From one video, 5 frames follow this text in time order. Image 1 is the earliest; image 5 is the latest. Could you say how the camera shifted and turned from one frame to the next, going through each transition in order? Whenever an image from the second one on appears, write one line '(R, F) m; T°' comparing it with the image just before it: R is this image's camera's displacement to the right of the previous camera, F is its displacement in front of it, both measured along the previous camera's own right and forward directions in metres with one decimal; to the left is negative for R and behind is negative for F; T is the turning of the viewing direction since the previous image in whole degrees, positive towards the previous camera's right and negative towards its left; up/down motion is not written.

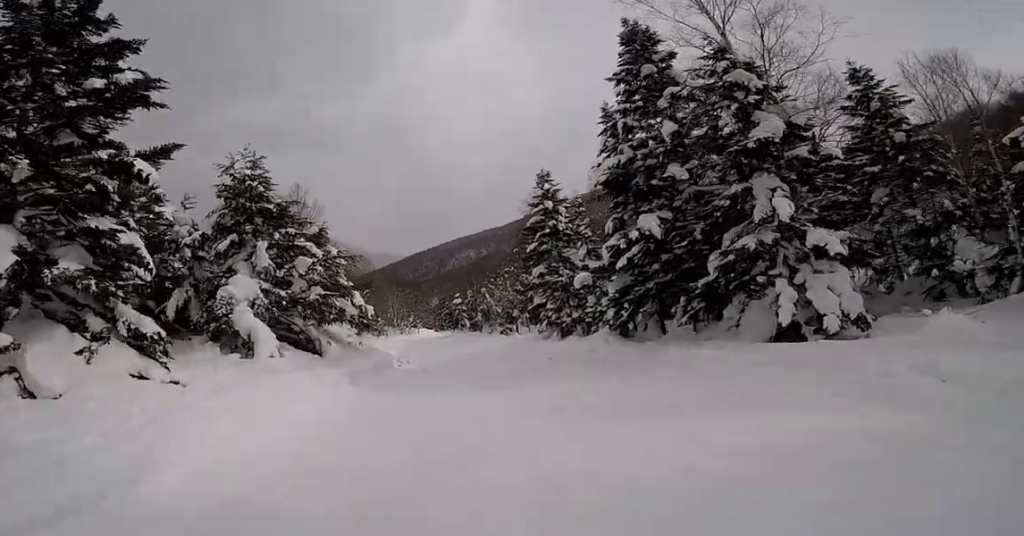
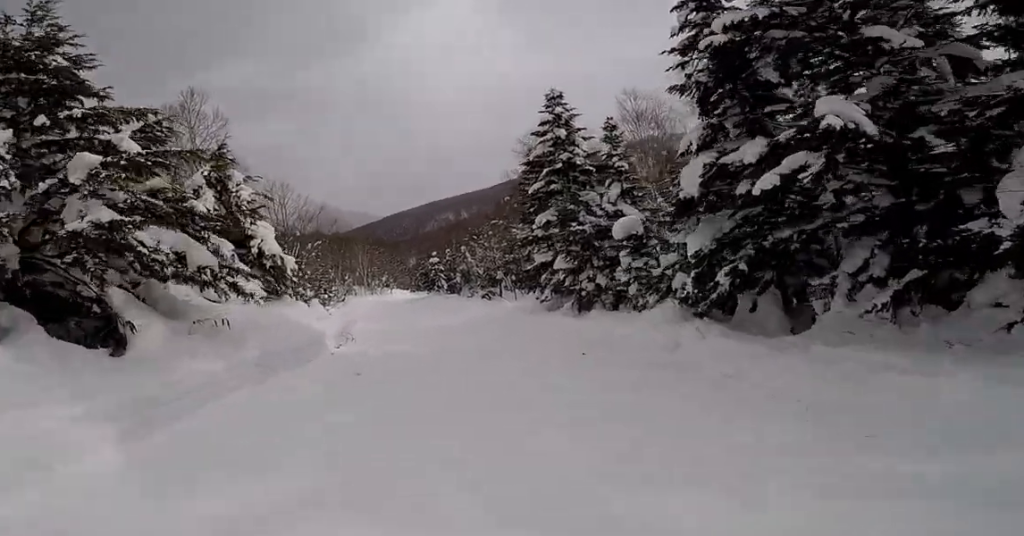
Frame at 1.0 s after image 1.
(+0.4, +7.0) m; -3°
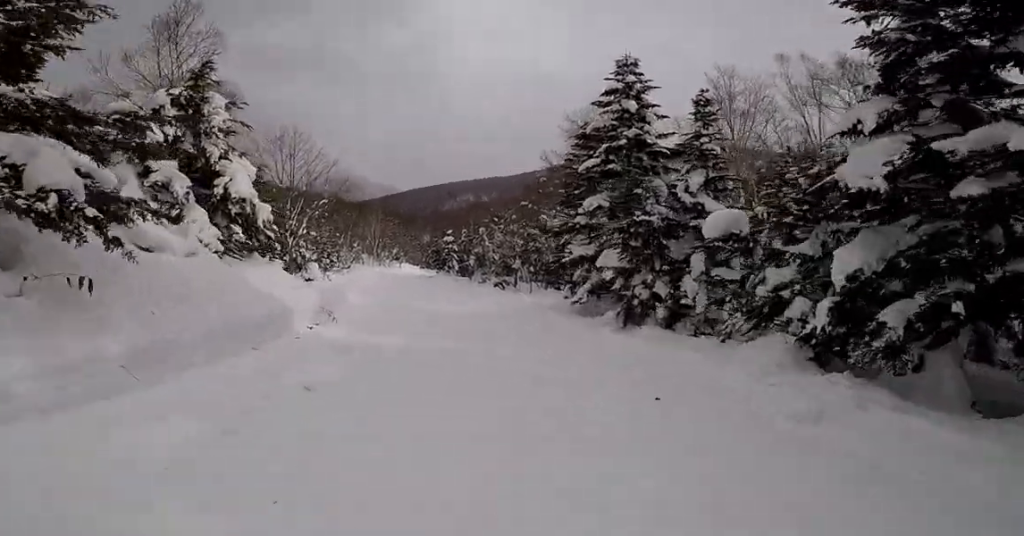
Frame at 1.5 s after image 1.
(0.0, +3.3) m; -1°
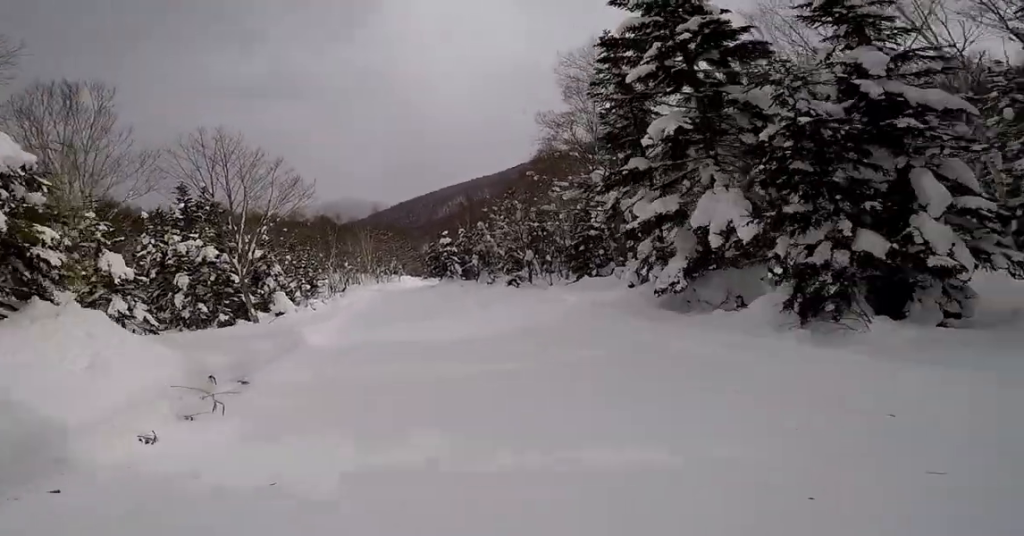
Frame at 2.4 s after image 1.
(-1.0, +6.4) m; 0°
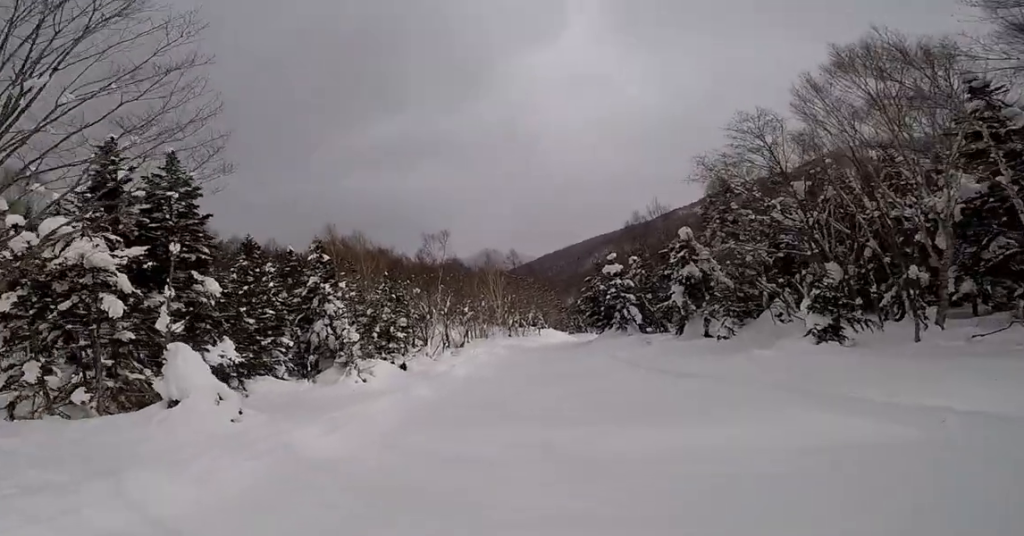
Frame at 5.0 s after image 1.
(-0.8, +18.2) m; -11°
